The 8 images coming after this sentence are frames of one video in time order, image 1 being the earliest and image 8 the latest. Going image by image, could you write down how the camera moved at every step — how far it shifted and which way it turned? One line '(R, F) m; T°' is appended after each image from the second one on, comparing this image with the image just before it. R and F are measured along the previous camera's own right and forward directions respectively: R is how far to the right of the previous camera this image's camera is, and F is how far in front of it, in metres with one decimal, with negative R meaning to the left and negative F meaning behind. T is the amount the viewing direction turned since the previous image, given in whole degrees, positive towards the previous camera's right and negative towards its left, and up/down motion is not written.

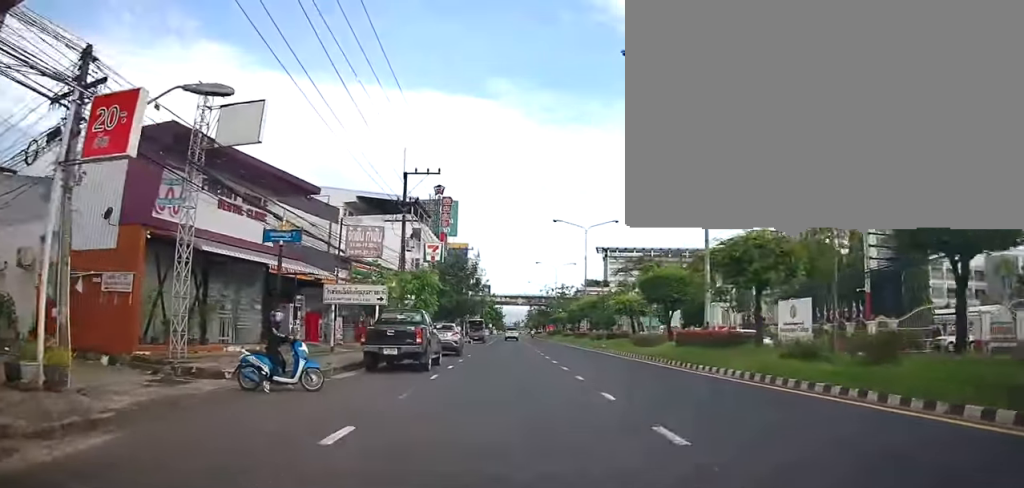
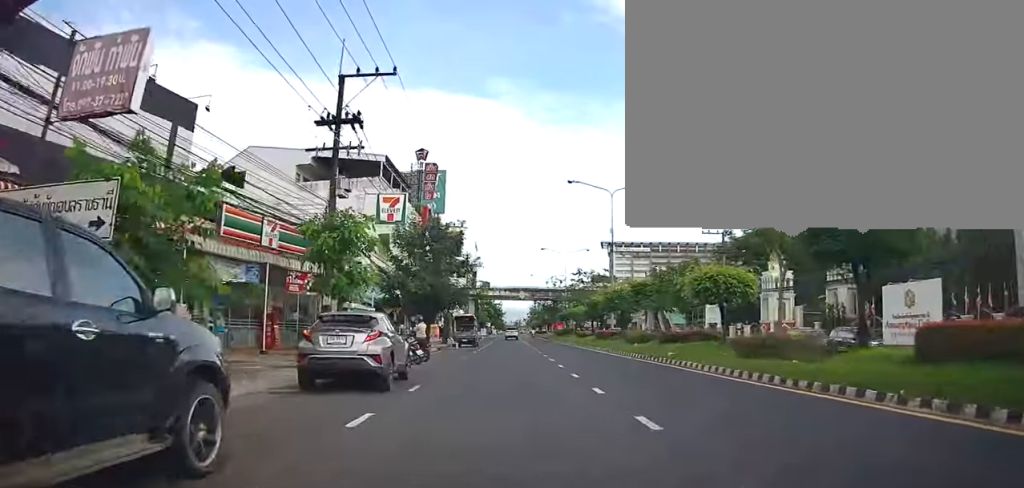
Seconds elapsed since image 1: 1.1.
(-0.1, +15.3) m; 0°
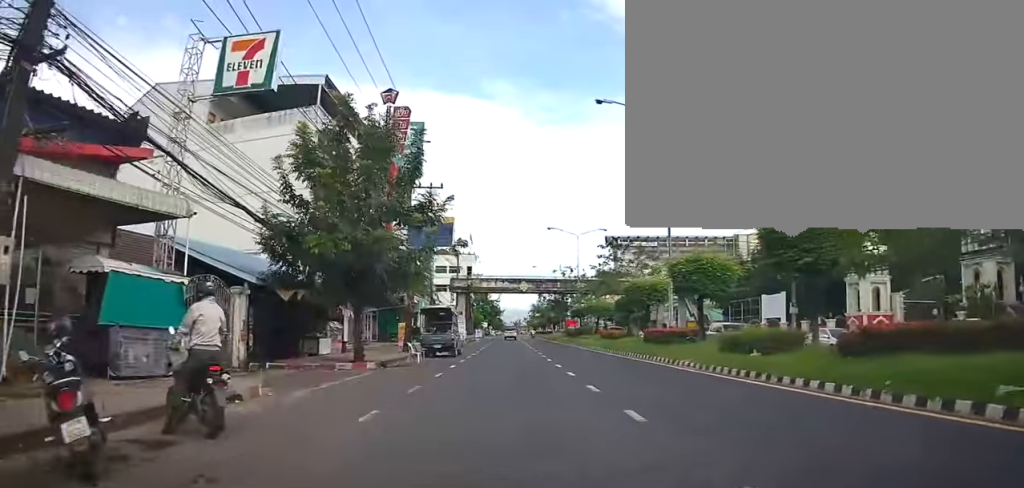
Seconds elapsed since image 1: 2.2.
(-0.1, +15.9) m; -2°
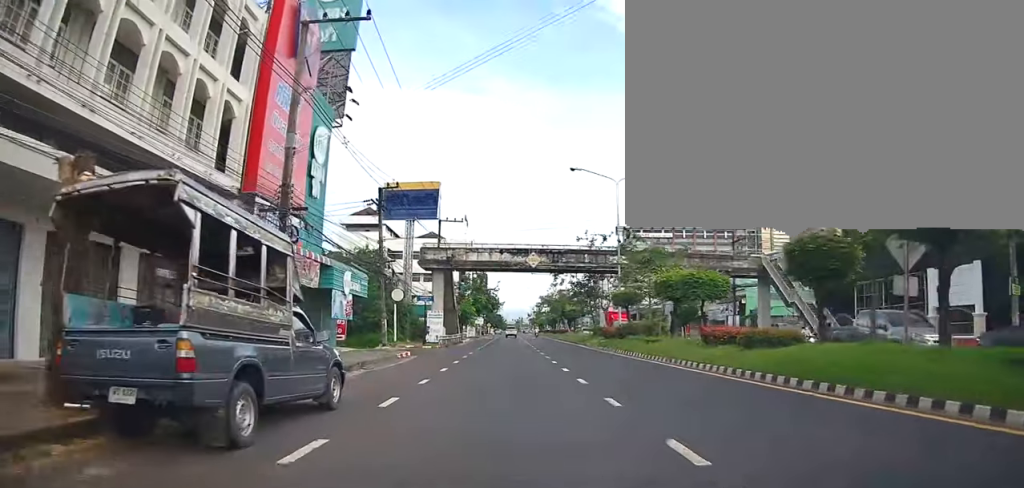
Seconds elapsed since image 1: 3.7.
(-0.3, +23.0) m; +2°
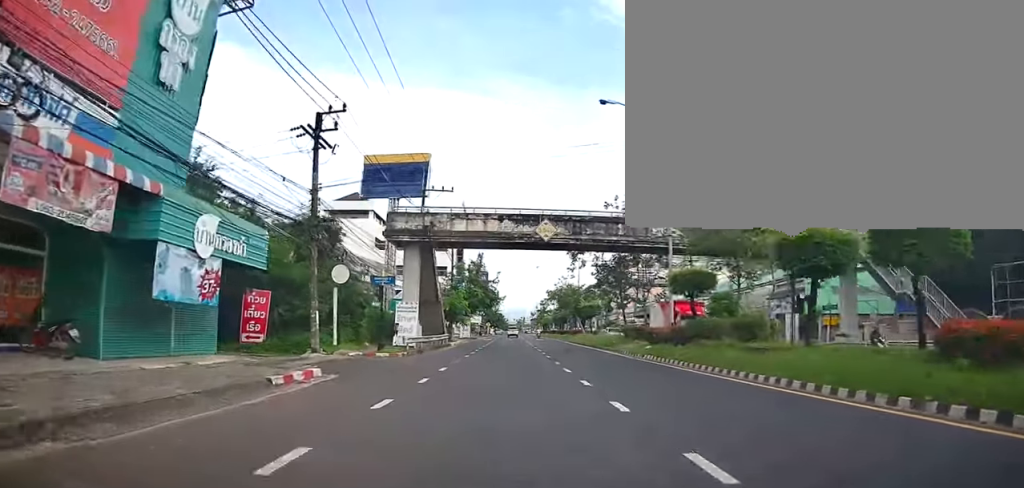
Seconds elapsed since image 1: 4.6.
(+0.7, +12.6) m; 0°
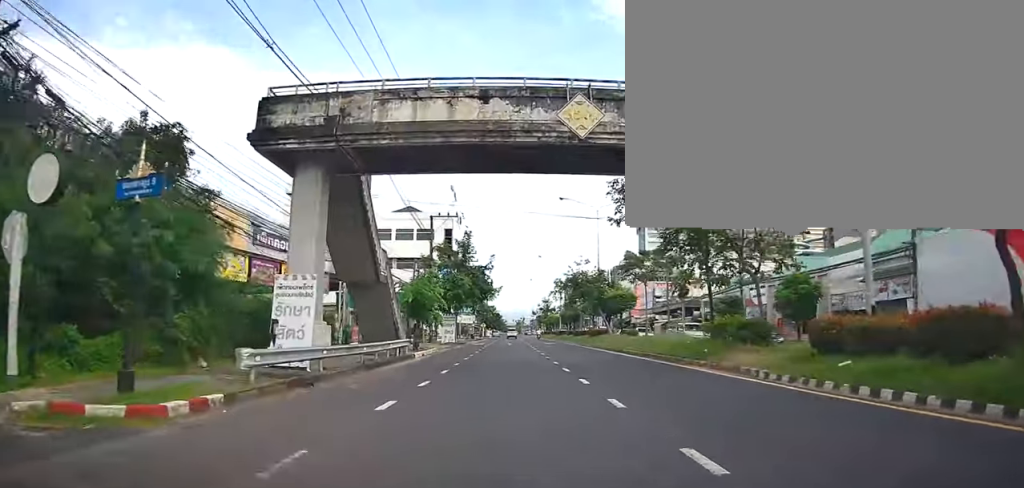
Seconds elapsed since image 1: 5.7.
(-0.8, +16.2) m; -3°
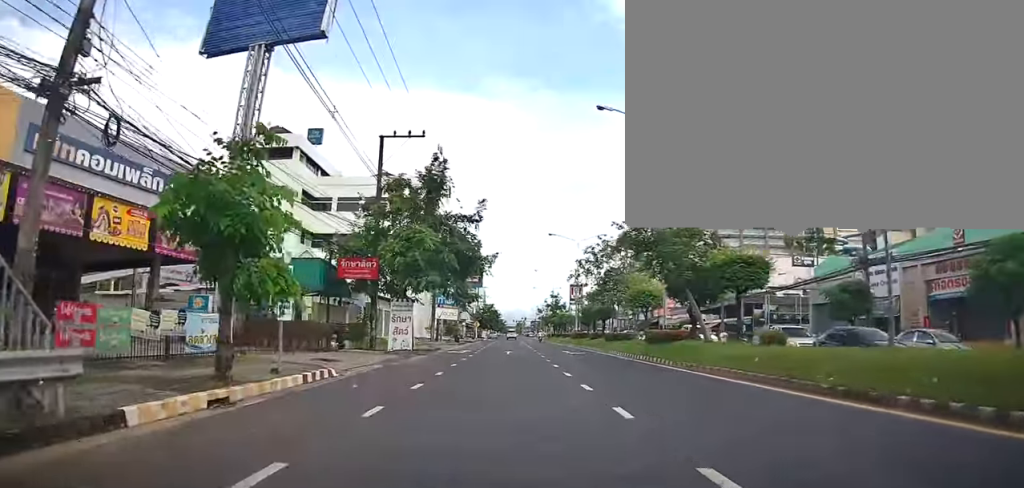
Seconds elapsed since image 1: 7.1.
(0.0, +21.5) m; 0°
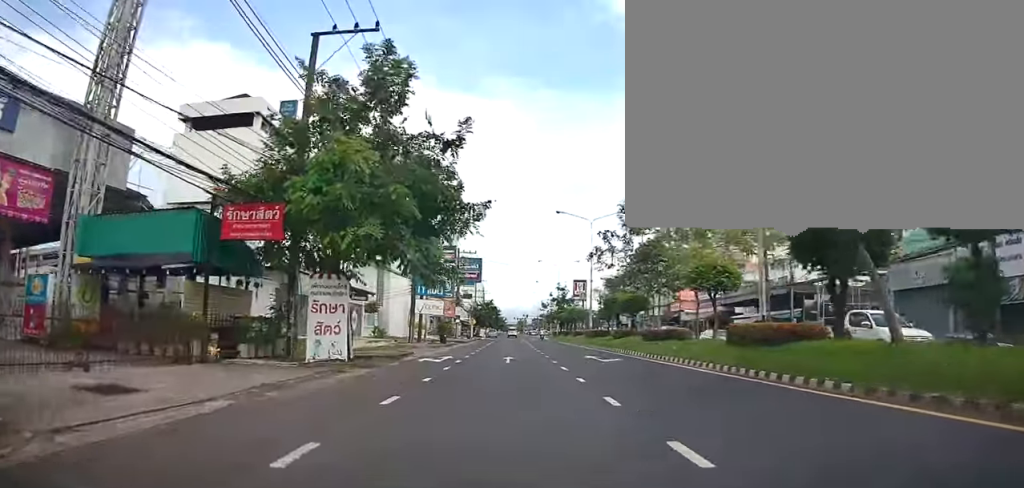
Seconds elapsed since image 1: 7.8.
(0.0, +11.2) m; 0°
